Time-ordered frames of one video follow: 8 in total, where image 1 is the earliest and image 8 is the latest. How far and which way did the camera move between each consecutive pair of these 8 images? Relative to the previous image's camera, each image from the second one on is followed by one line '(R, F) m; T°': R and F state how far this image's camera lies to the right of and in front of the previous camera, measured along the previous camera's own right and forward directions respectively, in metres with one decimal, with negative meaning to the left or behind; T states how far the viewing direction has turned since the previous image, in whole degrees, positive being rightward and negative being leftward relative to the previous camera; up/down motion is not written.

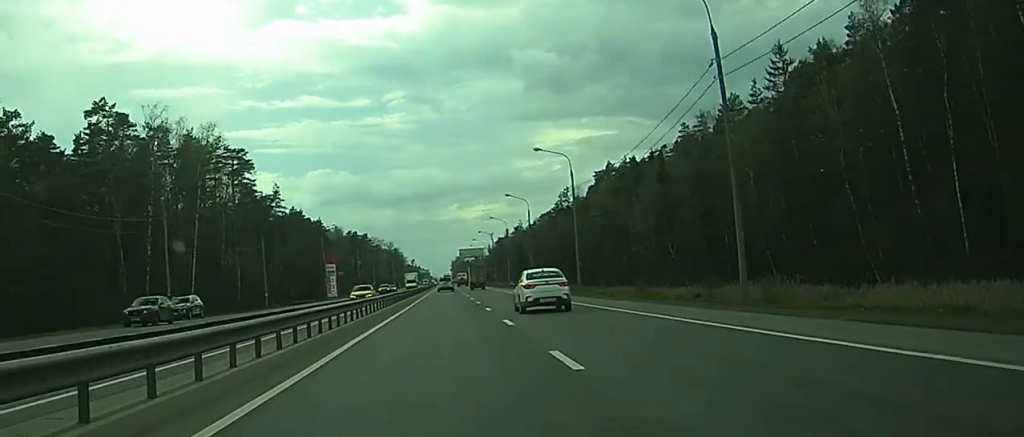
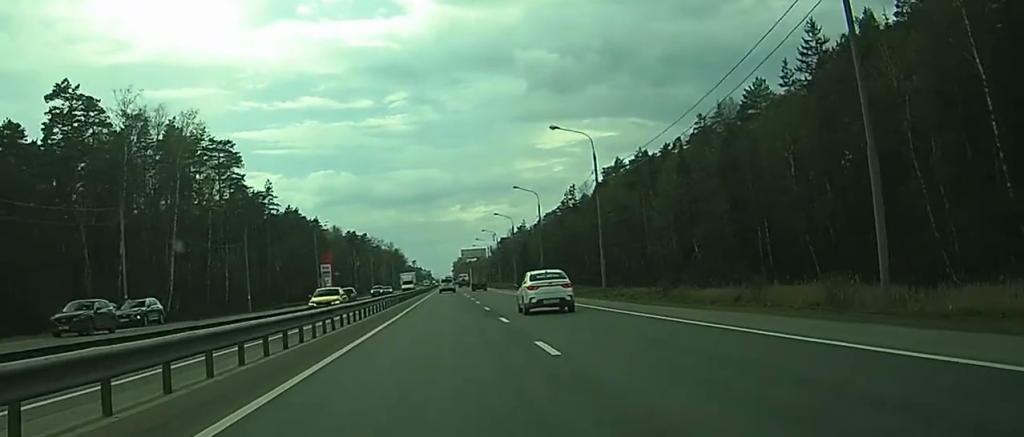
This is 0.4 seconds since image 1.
(+0.1, +9.5) m; 0°
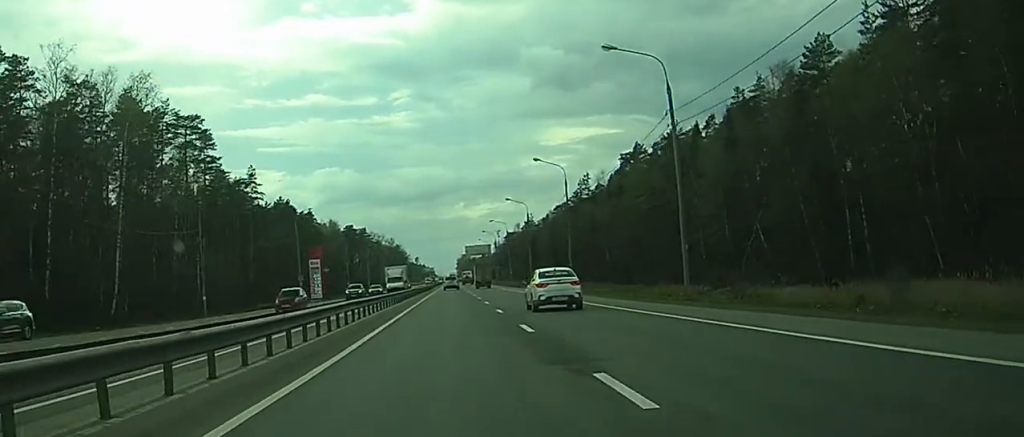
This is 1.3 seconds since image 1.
(-0.1, +18.4) m; 0°
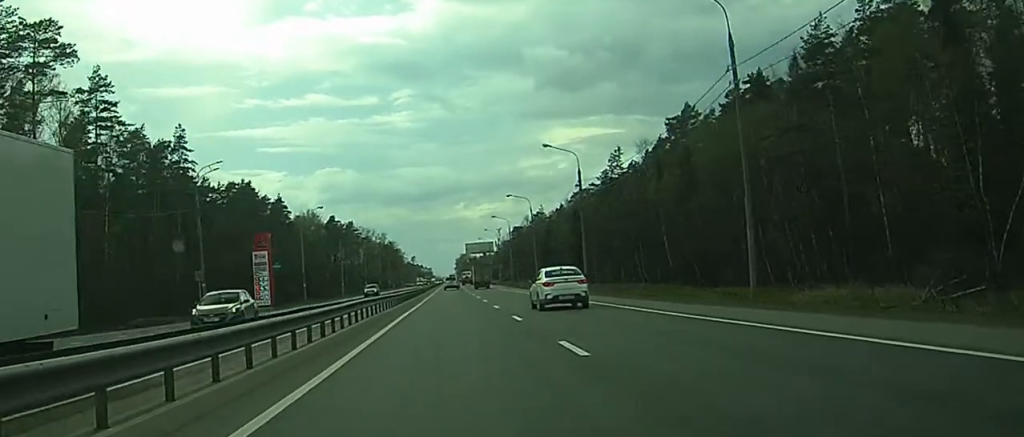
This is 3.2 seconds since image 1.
(-0.3, +43.3) m; 0°
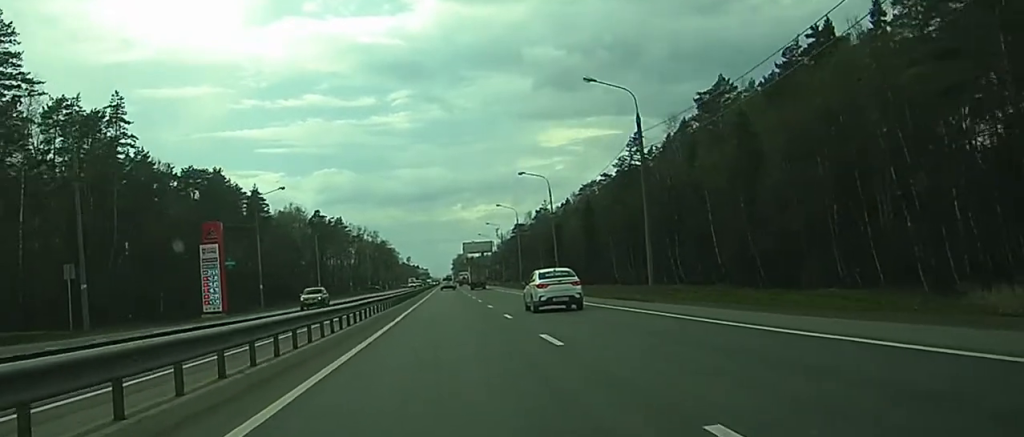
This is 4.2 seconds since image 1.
(0.0, +21.9) m; +1°
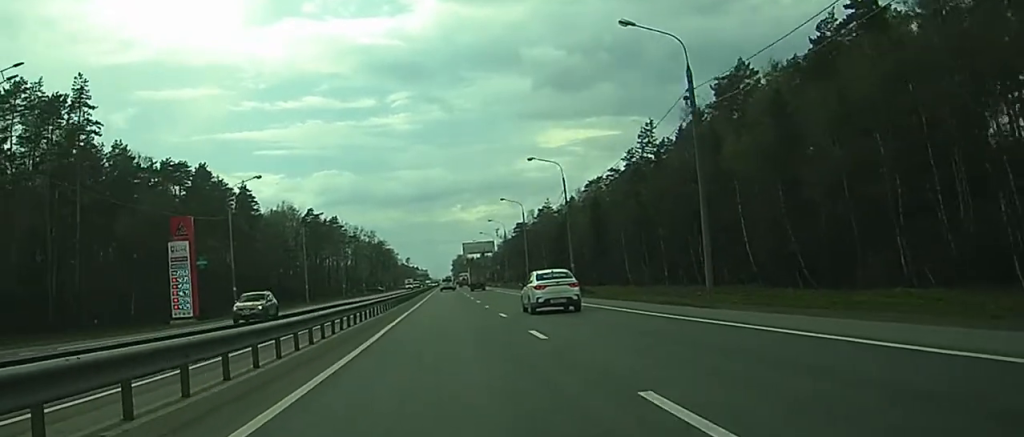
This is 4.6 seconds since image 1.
(-0.1, +9.8) m; 0°
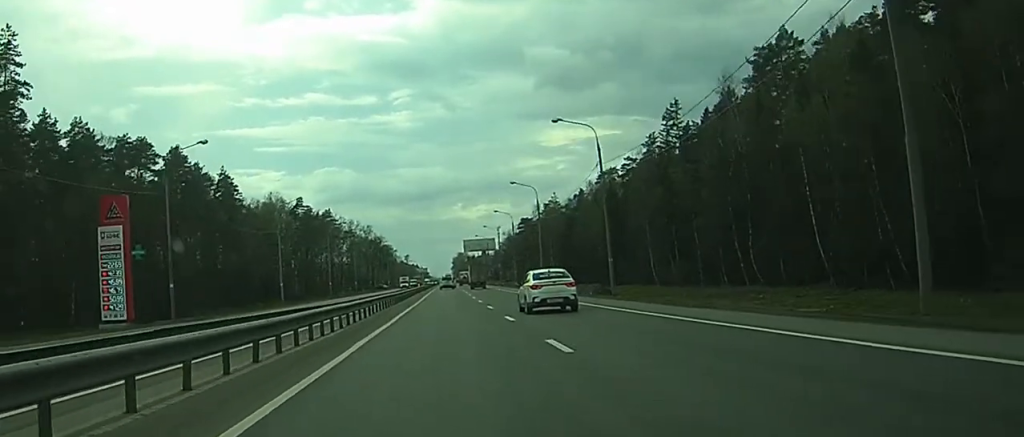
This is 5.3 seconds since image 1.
(+0.2, +16.0) m; 0°
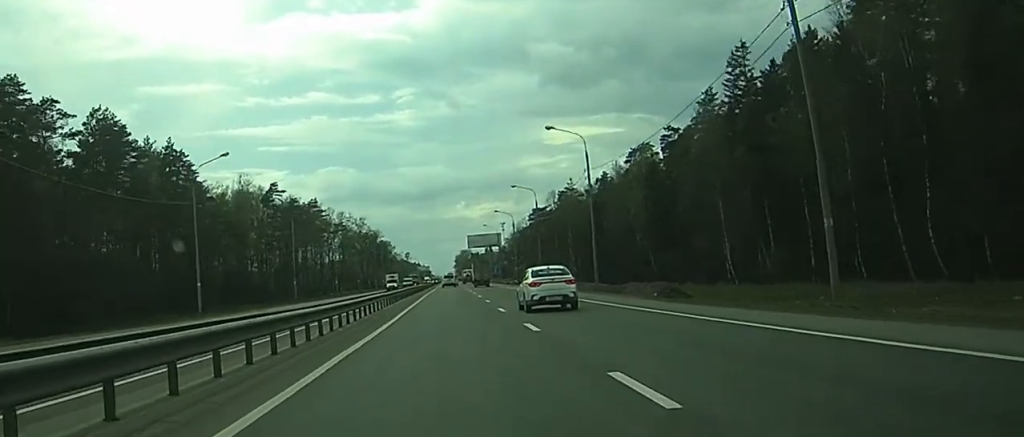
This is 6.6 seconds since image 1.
(-0.2, +30.5) m; -1°
